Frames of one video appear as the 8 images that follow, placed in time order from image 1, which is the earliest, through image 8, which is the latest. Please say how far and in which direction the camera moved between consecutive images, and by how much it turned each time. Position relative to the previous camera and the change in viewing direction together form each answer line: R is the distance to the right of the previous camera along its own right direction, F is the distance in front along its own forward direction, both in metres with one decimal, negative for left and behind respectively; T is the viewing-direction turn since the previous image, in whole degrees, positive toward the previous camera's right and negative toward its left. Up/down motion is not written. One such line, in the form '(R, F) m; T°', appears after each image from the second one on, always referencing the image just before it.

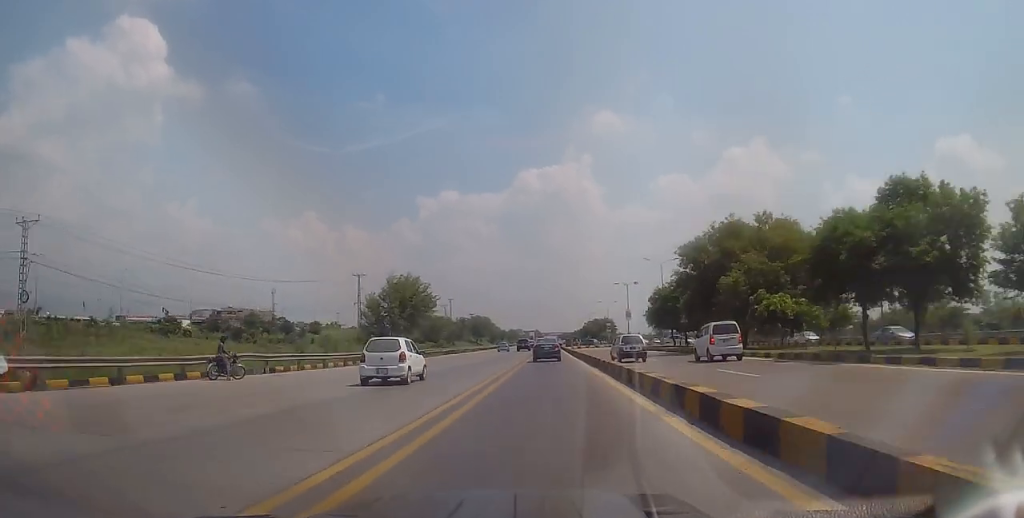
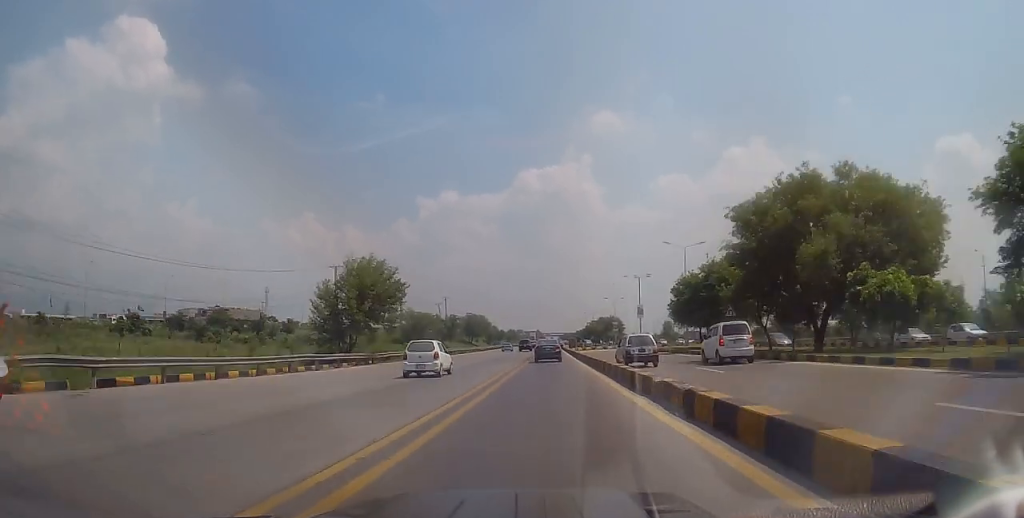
(+0.3, +12.7) m; 0°
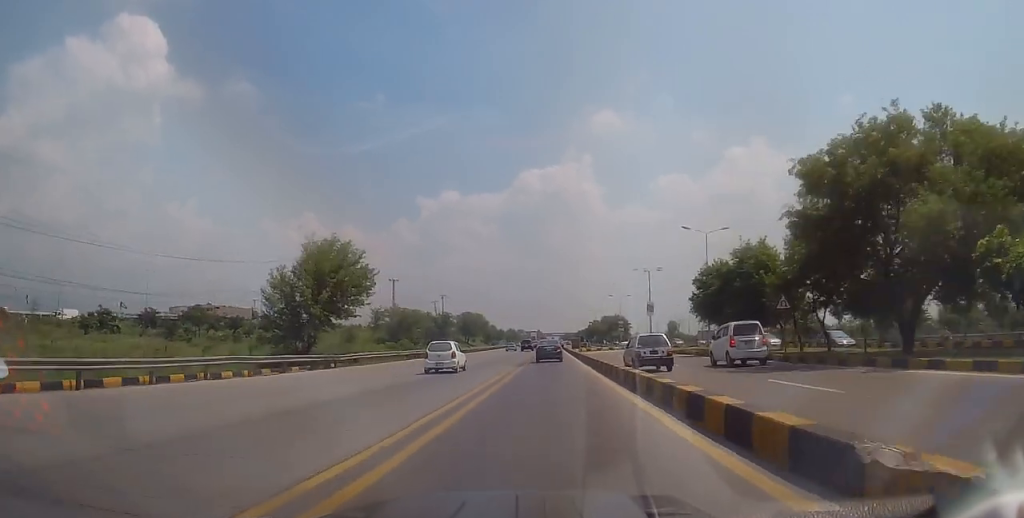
(-0.3, +8.5) m; -1°
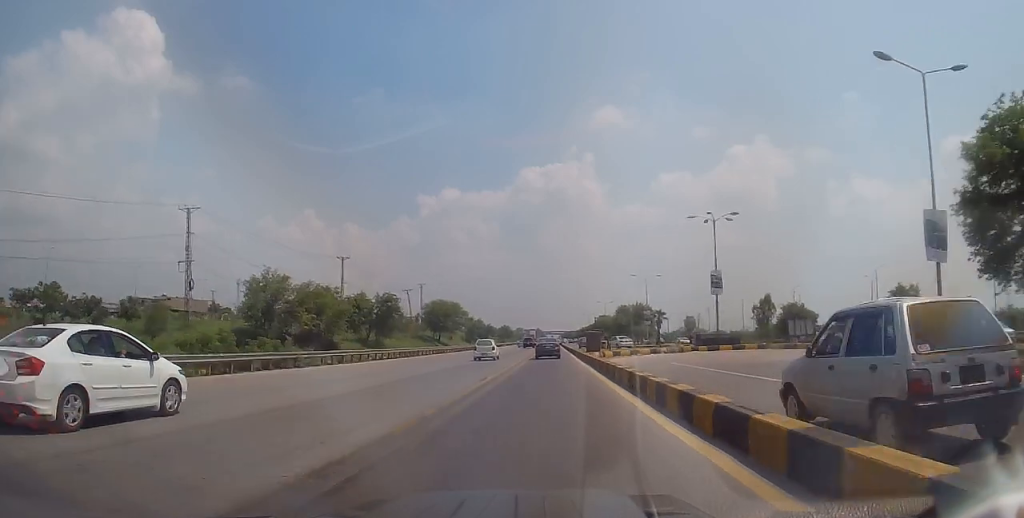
(+0.5, +33.9) m; +1°
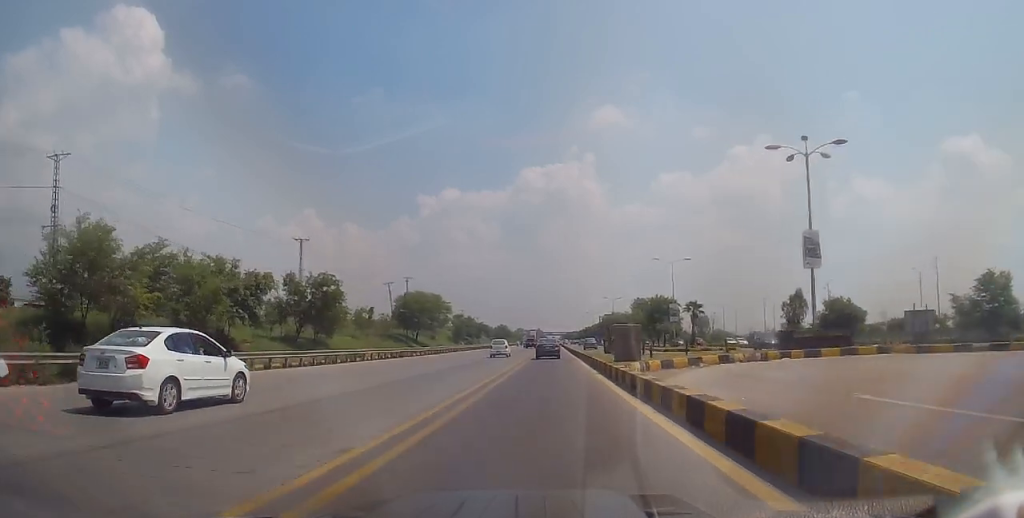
(-0.2, +18.6) m; +1°
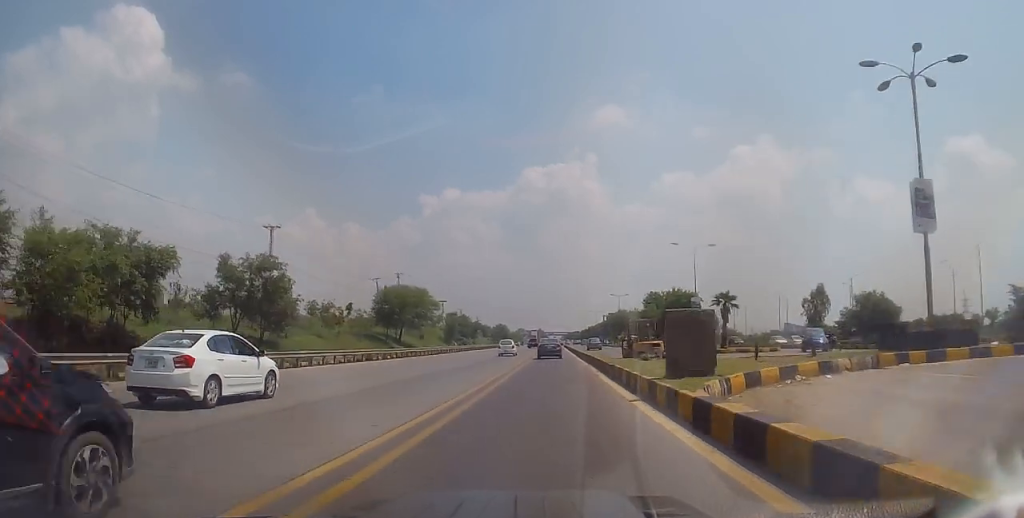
(+0.3, +10.2) m; 0°
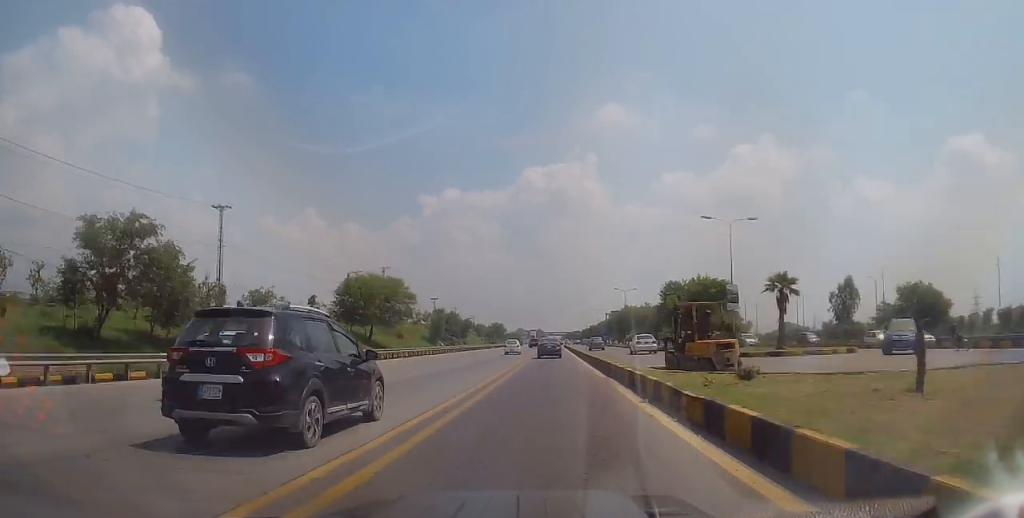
(-0.1, +12.5) m; -1°
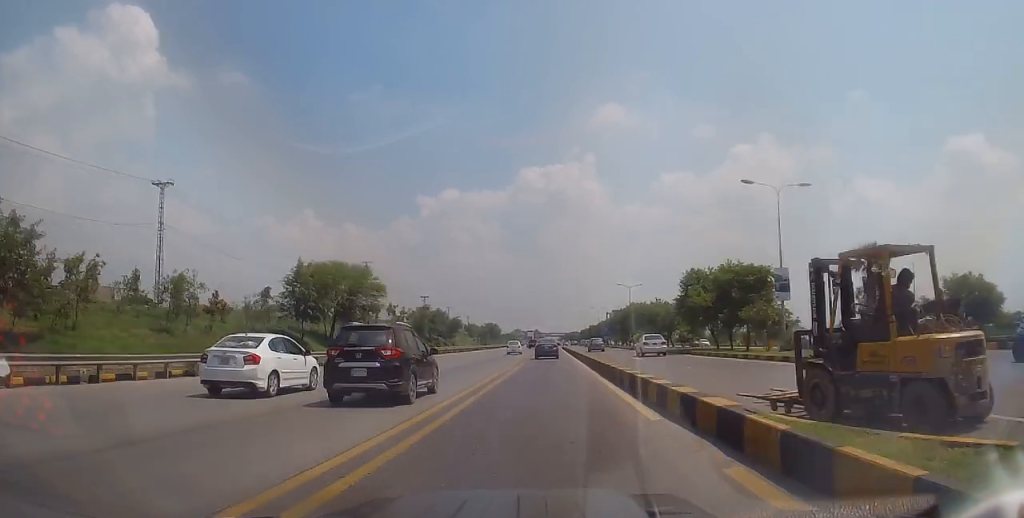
(-0.3, +10.9) m; -1°
